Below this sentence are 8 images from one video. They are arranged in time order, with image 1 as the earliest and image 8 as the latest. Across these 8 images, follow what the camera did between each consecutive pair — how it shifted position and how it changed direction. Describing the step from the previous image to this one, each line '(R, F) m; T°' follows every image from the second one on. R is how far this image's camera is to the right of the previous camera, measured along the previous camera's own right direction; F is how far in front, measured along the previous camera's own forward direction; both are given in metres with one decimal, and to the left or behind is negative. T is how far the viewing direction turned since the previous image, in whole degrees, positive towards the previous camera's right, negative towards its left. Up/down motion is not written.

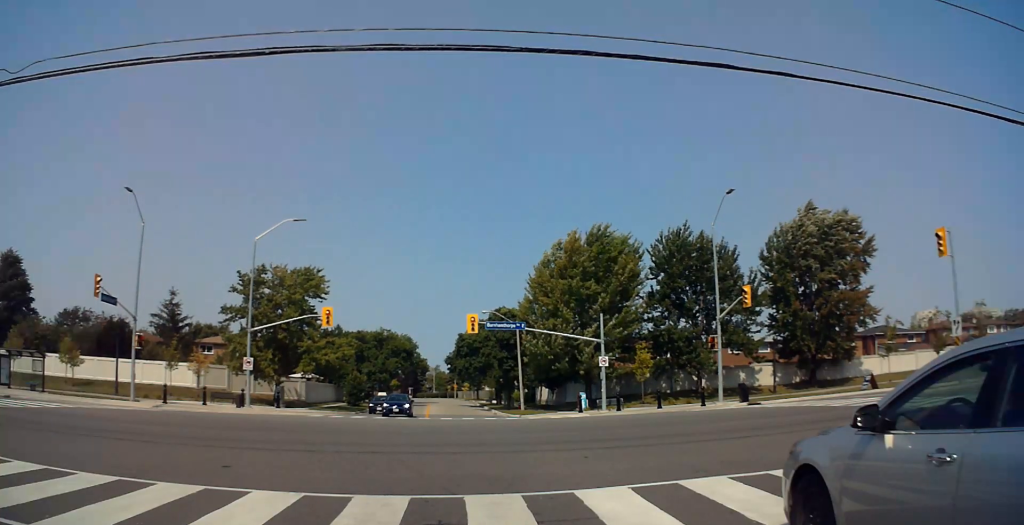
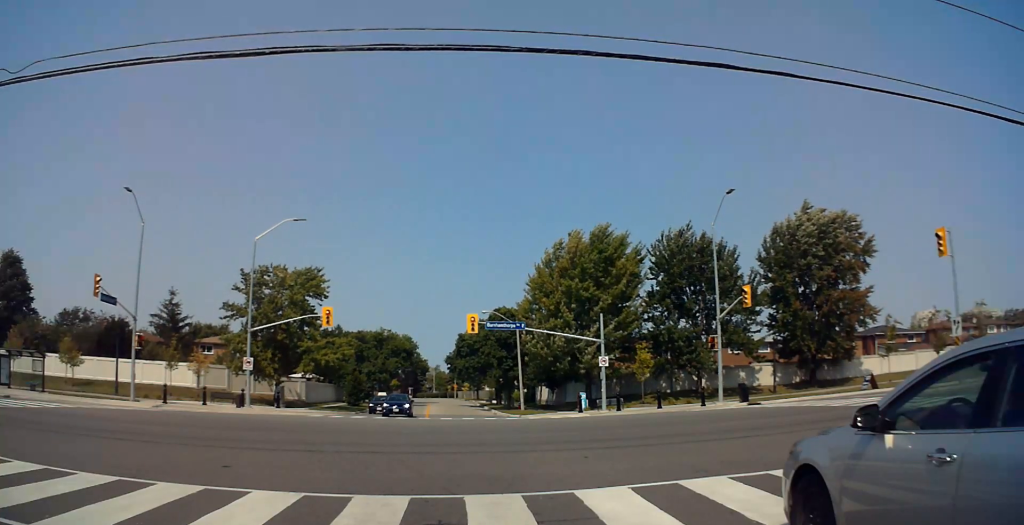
(0.0, 0.0) m; 0°
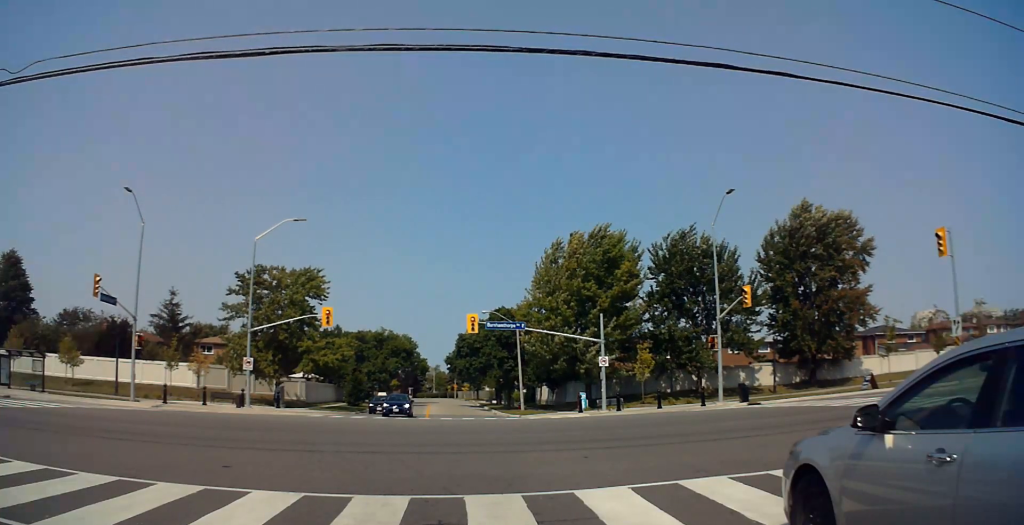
(0.0, 0.0) m; 0°
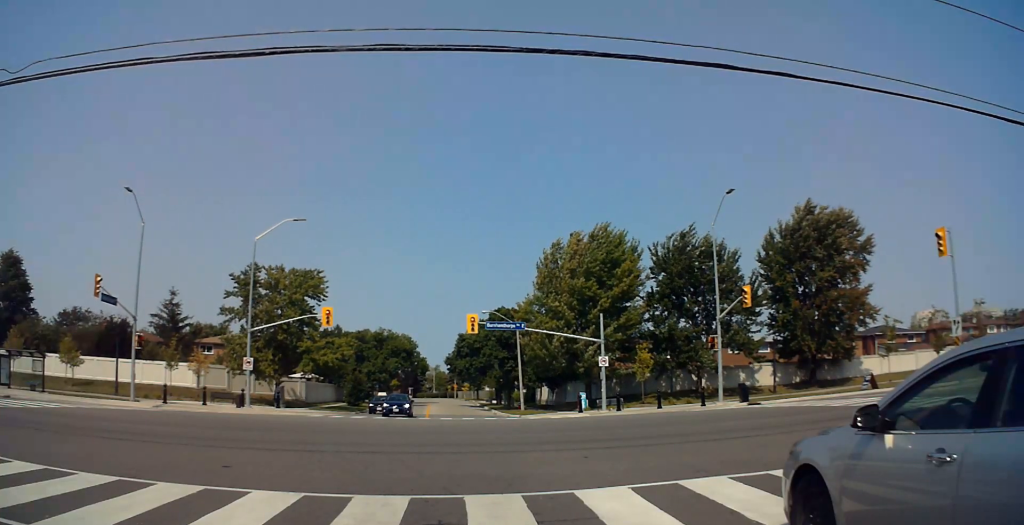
(0.0, 0.0) m; 0°
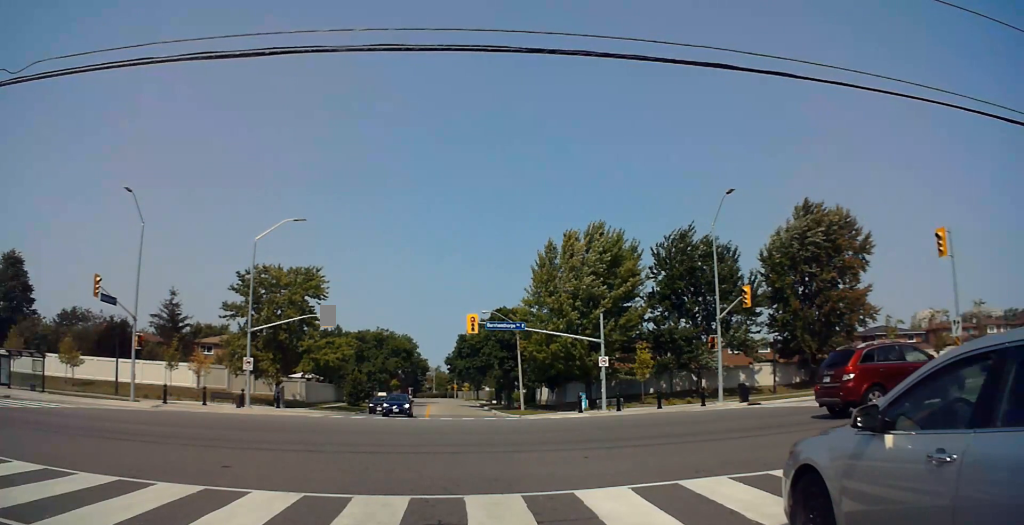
(0.0, 0.0) m; 0°
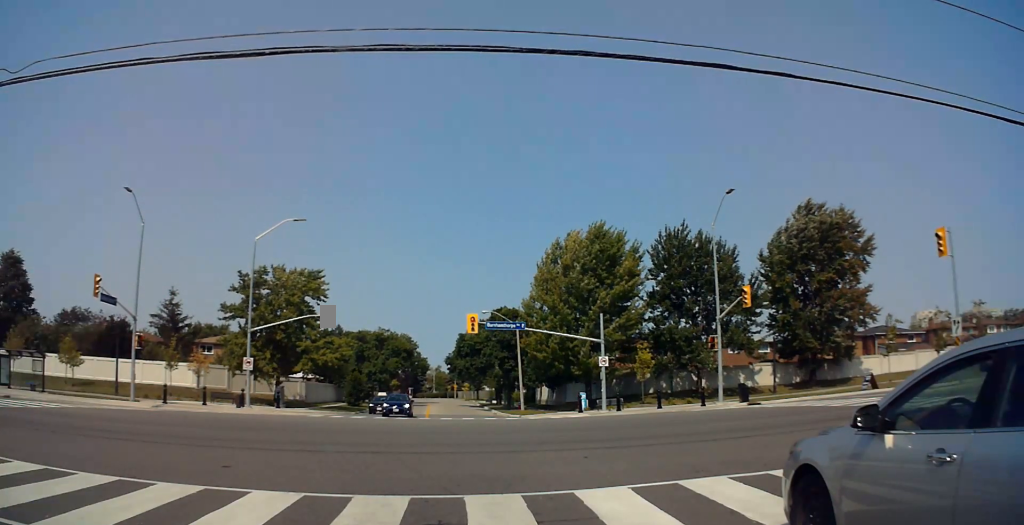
(0.0, 0.0) m; 0°
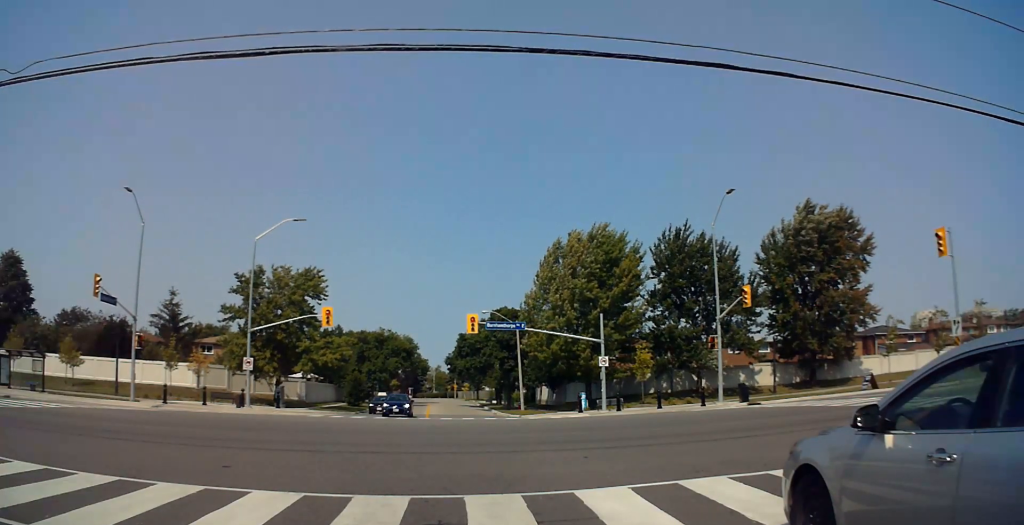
(0.0, 0.0) m; 0°
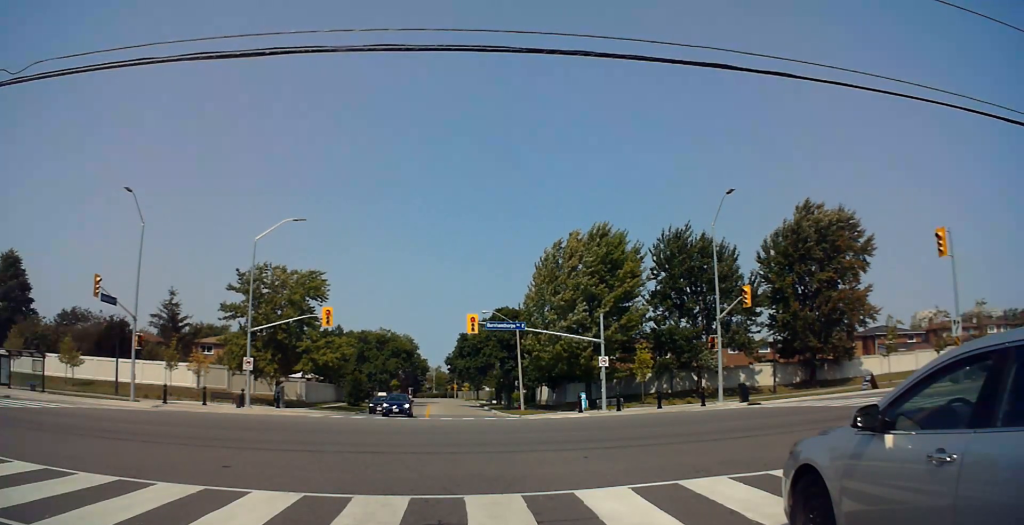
(0.0, 0.0) m; 0°
